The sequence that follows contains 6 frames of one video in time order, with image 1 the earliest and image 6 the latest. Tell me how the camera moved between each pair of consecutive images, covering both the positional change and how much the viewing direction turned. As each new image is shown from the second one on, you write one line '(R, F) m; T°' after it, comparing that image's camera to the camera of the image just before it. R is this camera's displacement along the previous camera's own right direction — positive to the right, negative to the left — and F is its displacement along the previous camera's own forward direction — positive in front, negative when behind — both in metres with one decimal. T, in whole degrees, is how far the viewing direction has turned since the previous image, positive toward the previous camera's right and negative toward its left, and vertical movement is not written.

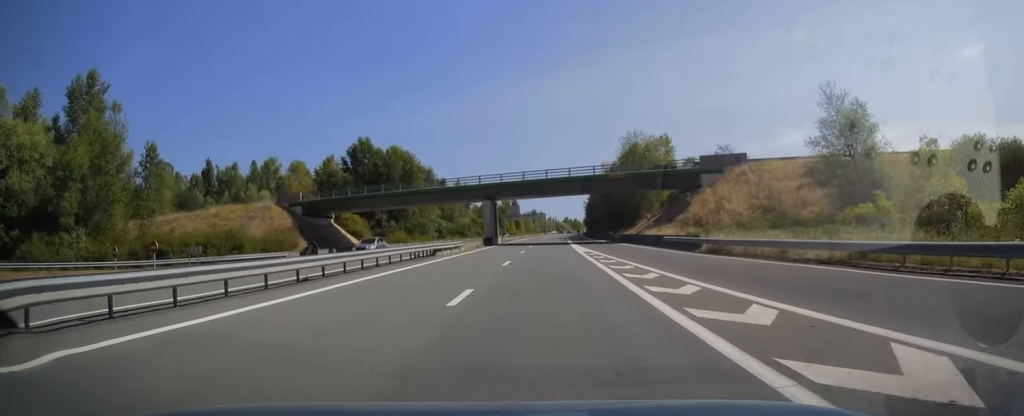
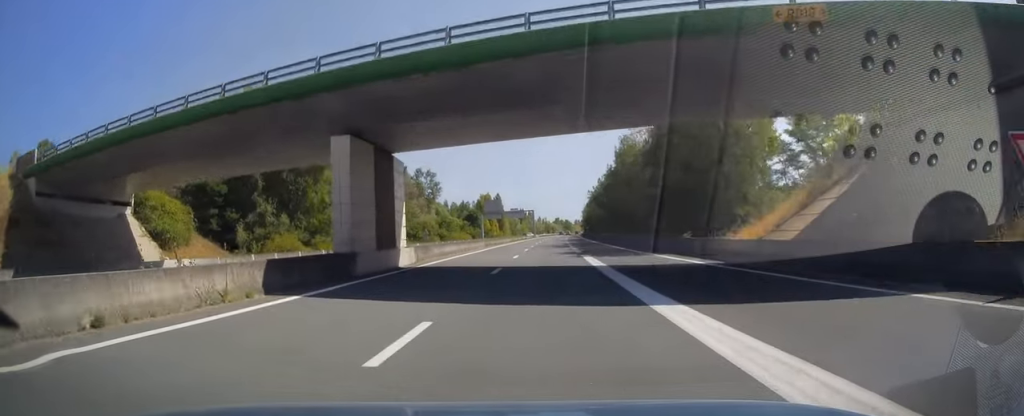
(+0.6, +45.6) m; +1°
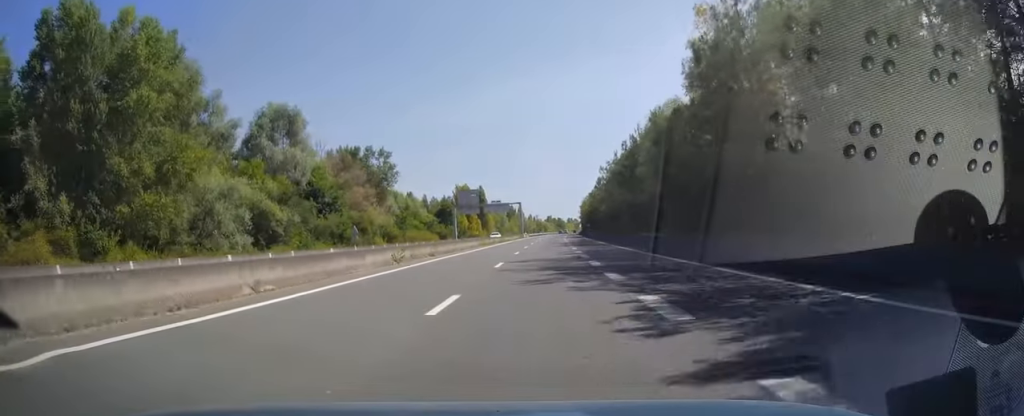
(0.0, +35.8) m; +1°
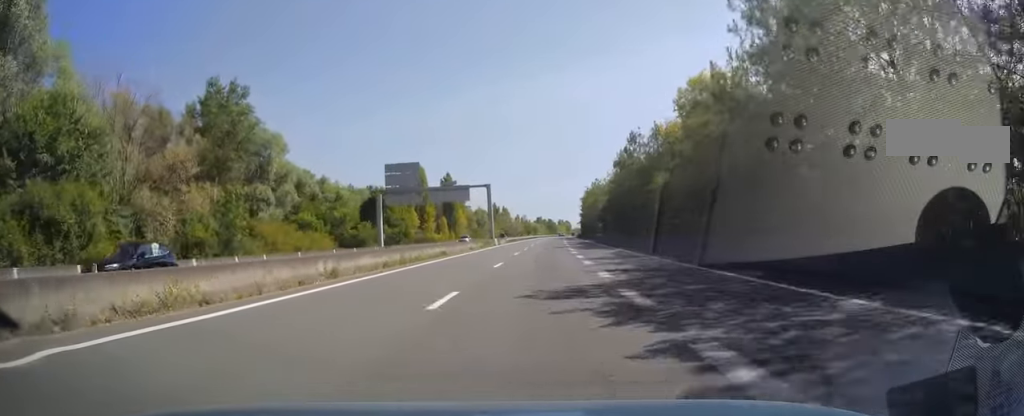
(+0.7, +52.0) m; +1°
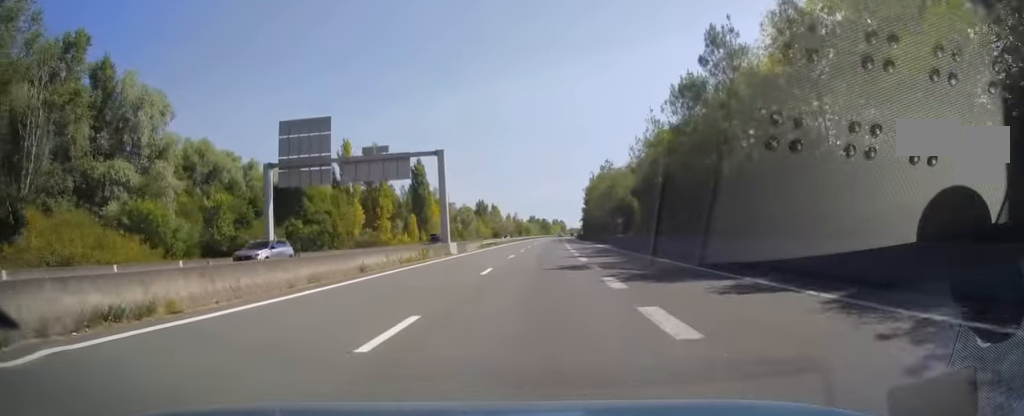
(+0.4, +30.4) m; 0°
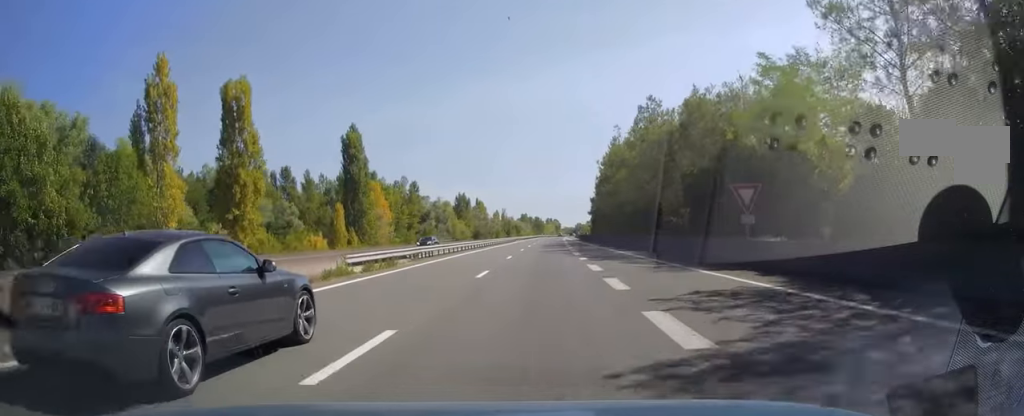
(-0.1, +41.3) m; +1°
